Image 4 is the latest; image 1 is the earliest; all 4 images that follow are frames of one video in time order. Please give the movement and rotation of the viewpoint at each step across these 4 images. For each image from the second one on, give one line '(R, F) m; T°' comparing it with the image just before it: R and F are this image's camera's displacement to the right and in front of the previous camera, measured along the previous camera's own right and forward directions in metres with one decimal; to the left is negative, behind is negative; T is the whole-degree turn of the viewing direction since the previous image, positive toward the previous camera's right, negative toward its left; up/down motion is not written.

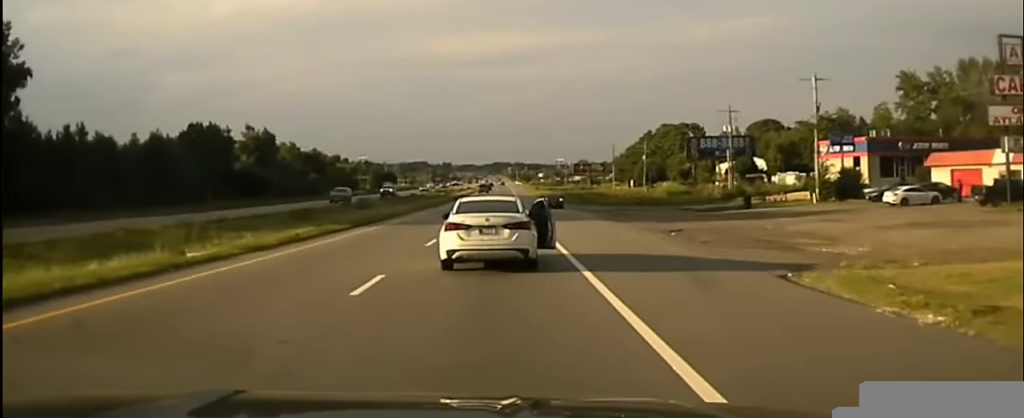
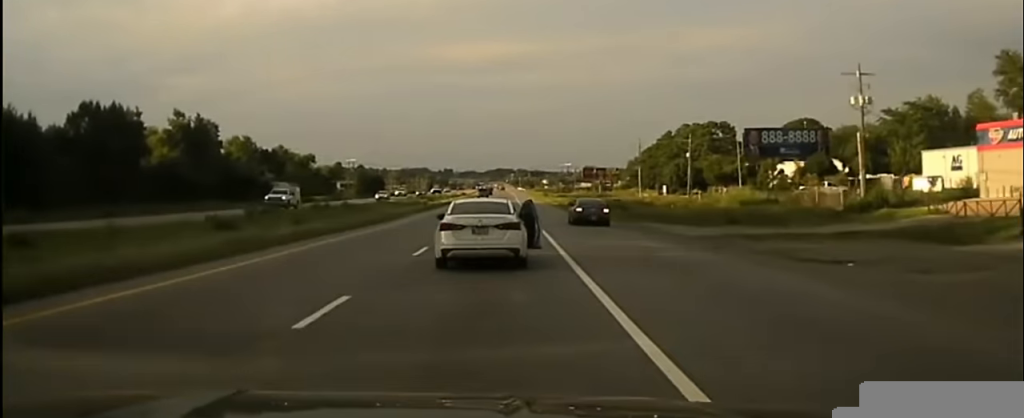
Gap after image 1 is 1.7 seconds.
(-0.3, +42.0) m; -1°
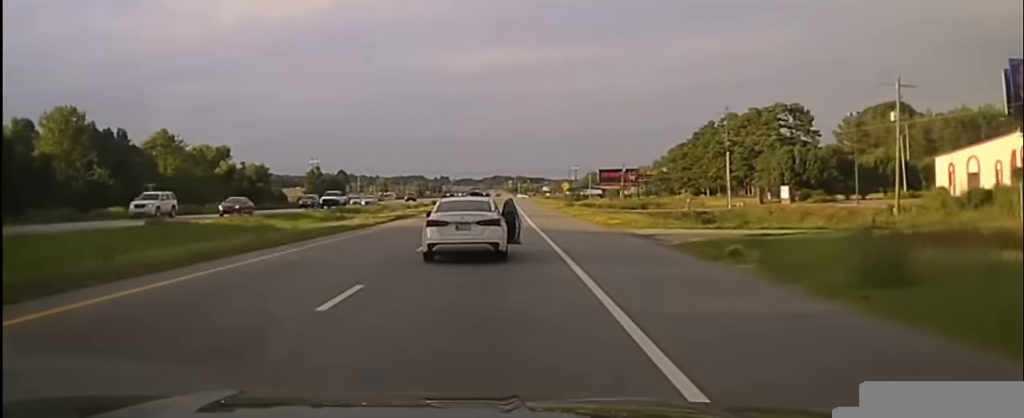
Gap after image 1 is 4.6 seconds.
(0.0, +70.7) m; 0°
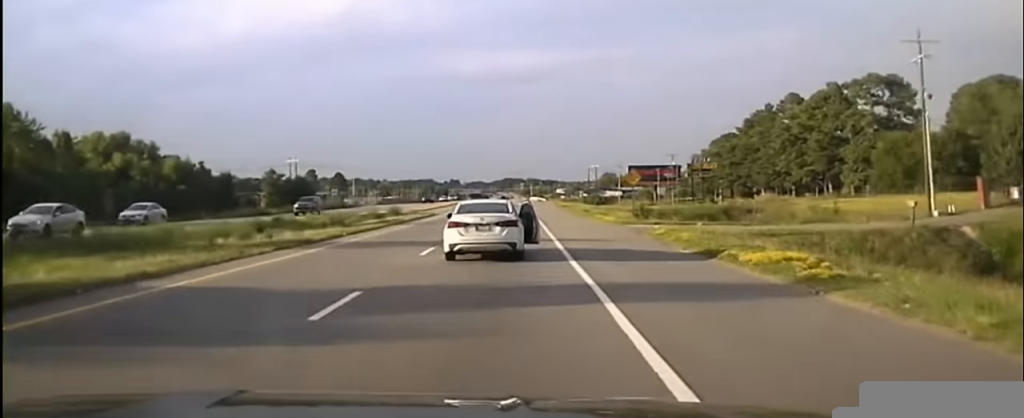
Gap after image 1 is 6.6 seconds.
(0.0, +49.6) m; 0°
